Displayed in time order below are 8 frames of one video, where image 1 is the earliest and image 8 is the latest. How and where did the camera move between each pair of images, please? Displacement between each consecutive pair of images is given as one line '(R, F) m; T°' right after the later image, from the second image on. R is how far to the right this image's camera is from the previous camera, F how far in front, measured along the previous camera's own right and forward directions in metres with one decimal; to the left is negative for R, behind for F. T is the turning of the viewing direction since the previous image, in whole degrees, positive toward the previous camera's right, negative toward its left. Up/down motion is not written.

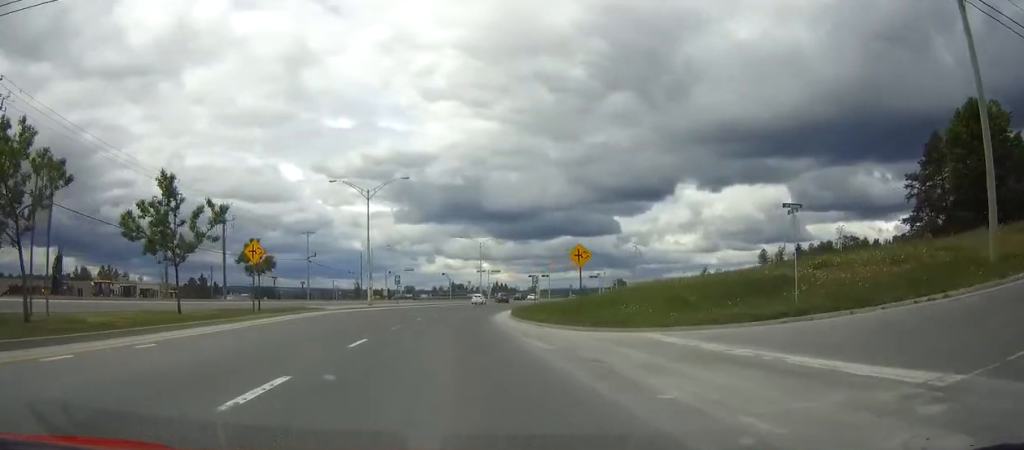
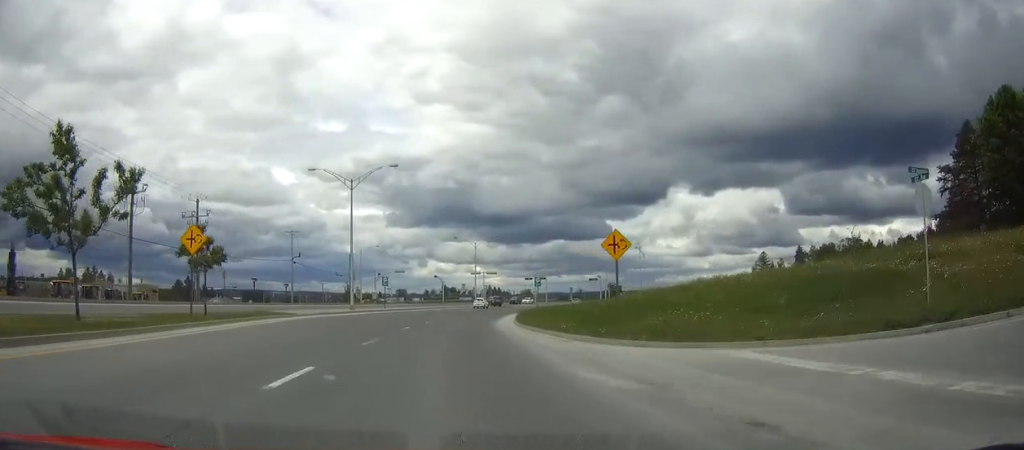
(-0.1, +7.2) m; +1°
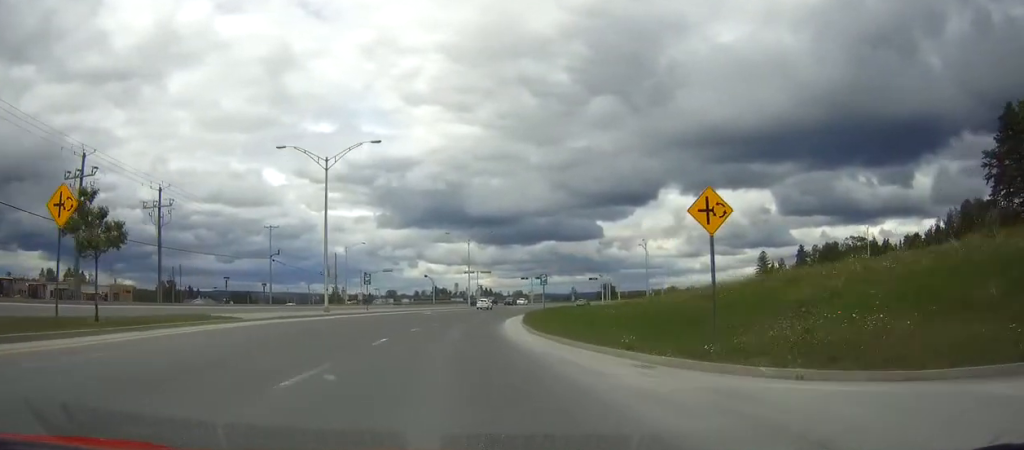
(+0.2, +8.8) m; +1°
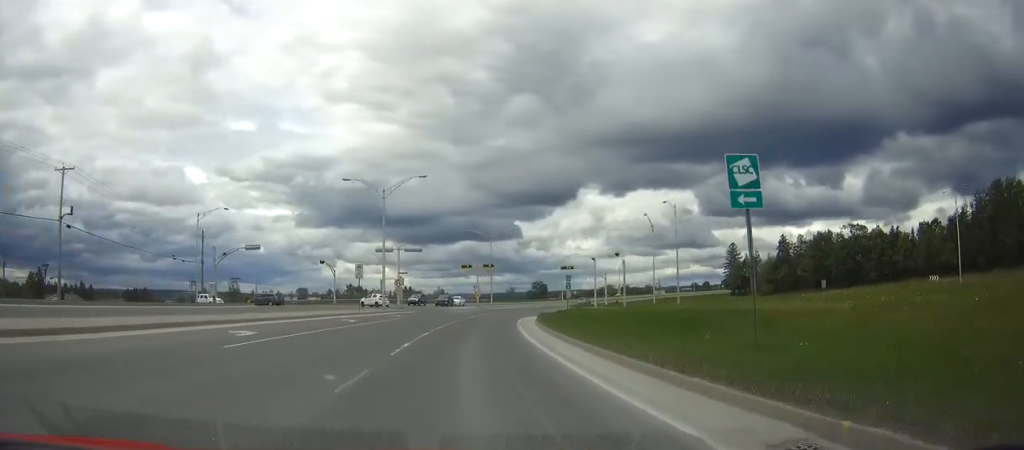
(+2.7, +44.8) m; +8°
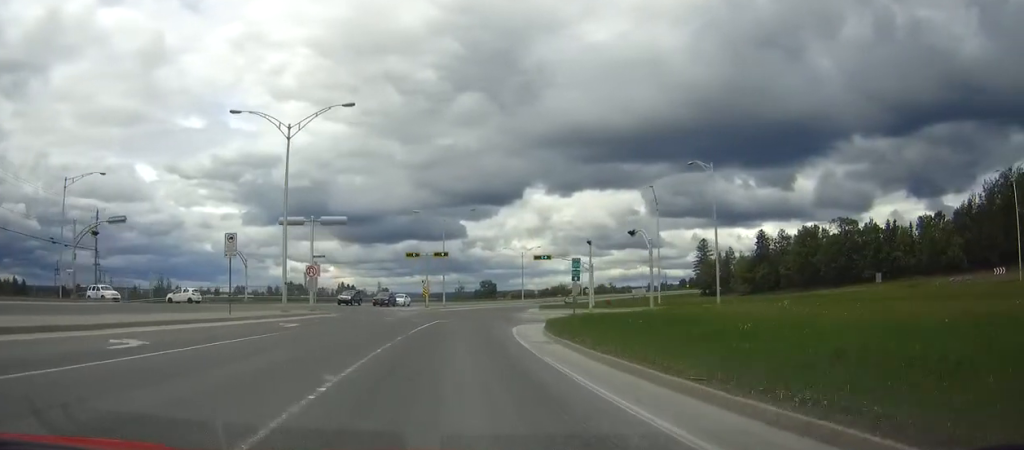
(+0.9, +21.7) m; +4°
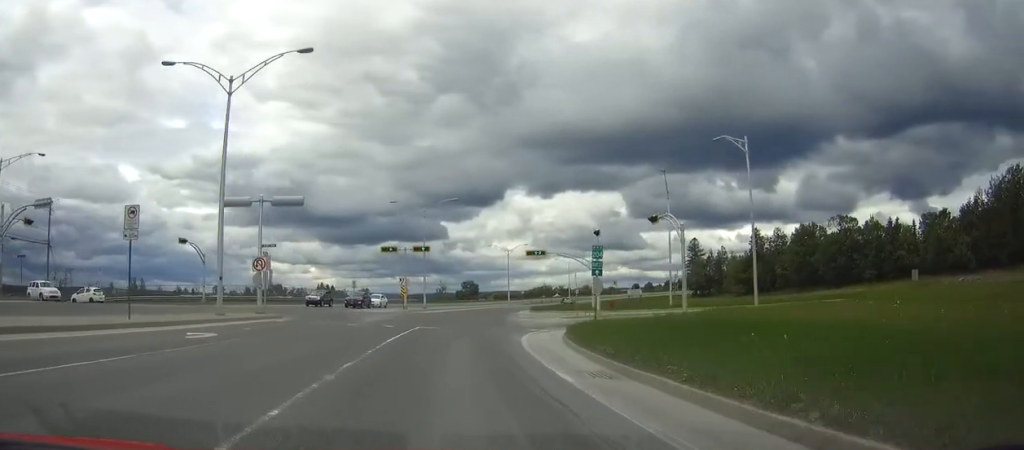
(+0.1, +8.8) m; +1°
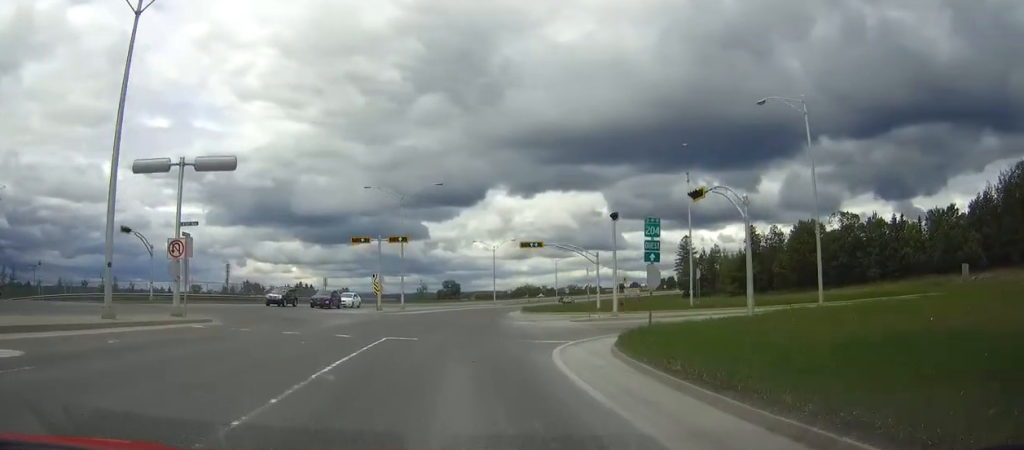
(0.0, +9.4) m; +1°
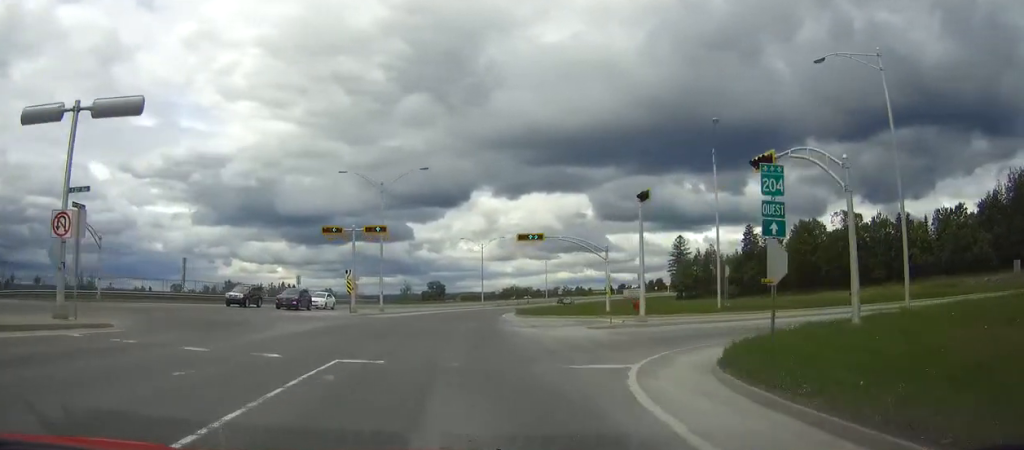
(+0.2, +7.9) m; +1°
